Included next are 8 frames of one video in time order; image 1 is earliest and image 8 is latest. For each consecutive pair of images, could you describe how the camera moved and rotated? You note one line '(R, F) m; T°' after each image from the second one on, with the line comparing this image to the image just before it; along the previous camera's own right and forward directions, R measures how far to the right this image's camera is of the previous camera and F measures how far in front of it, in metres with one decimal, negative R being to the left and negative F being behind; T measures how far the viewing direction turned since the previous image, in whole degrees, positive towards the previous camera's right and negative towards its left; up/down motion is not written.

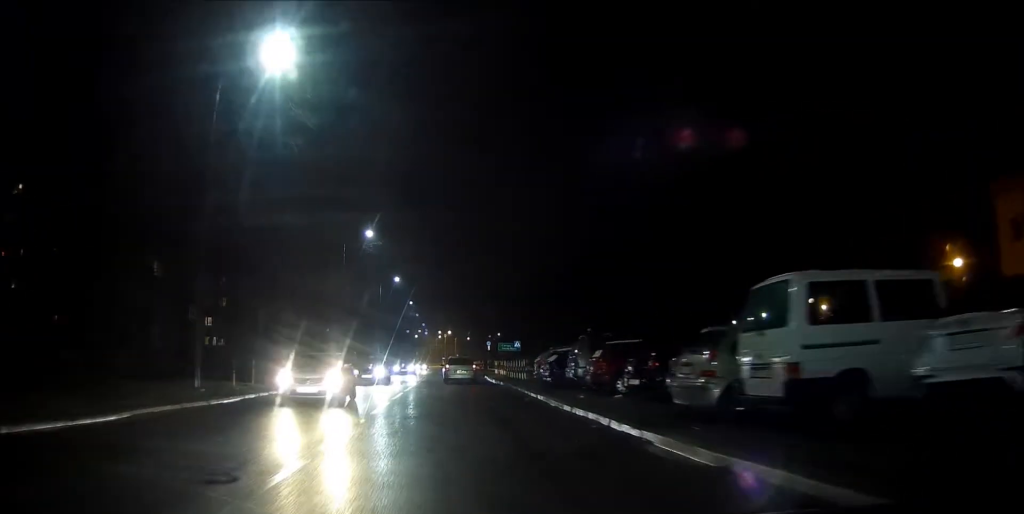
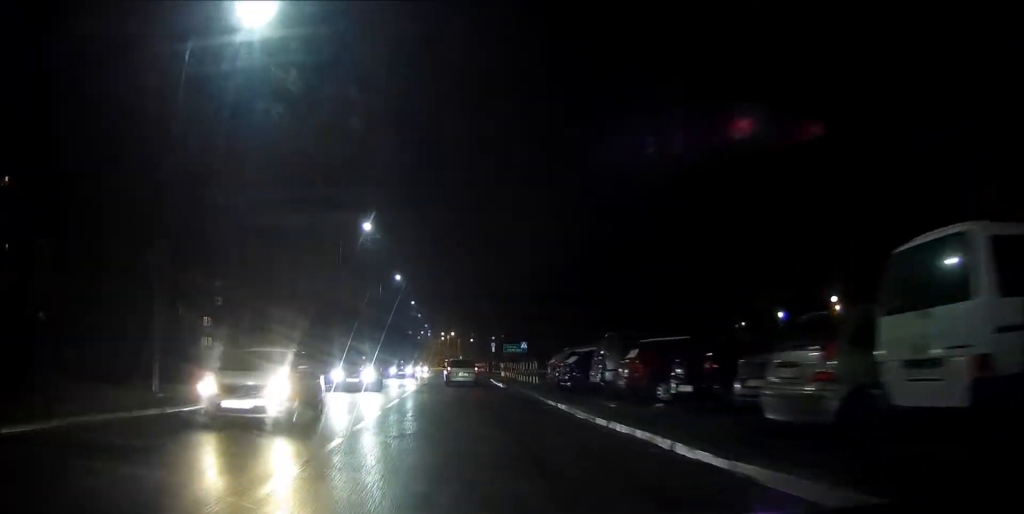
(0.0, +3.2) m; 0°
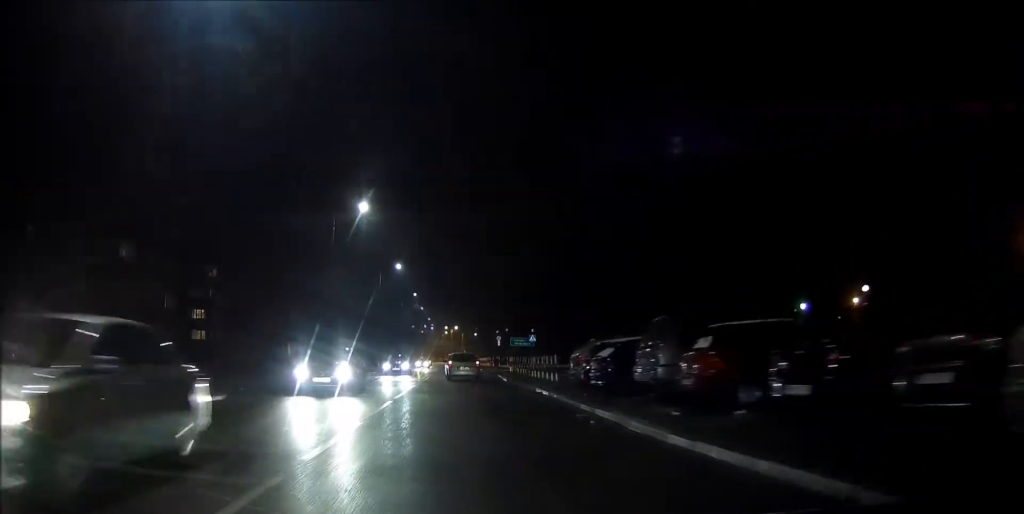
(-0.1, +4.0) m; -1°
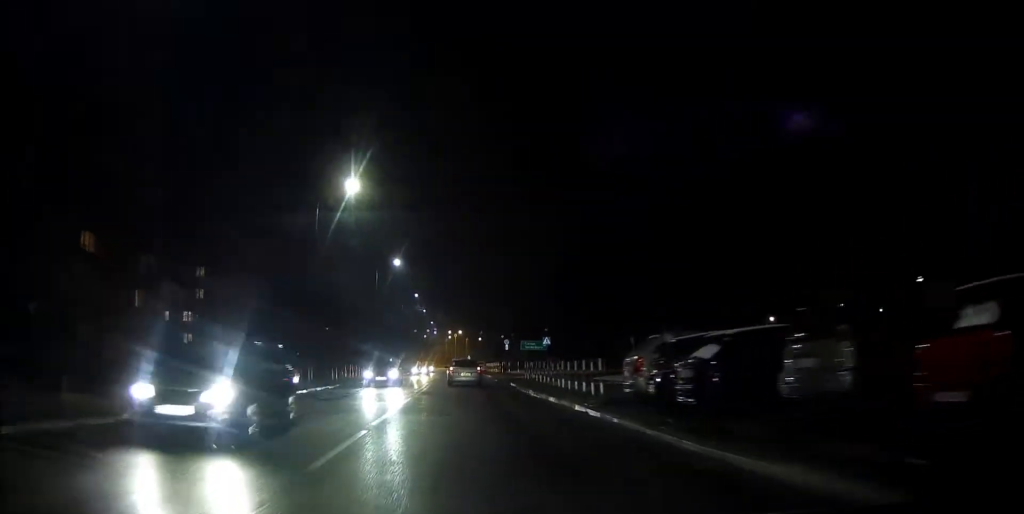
(0.0, +6.3) m; 0°
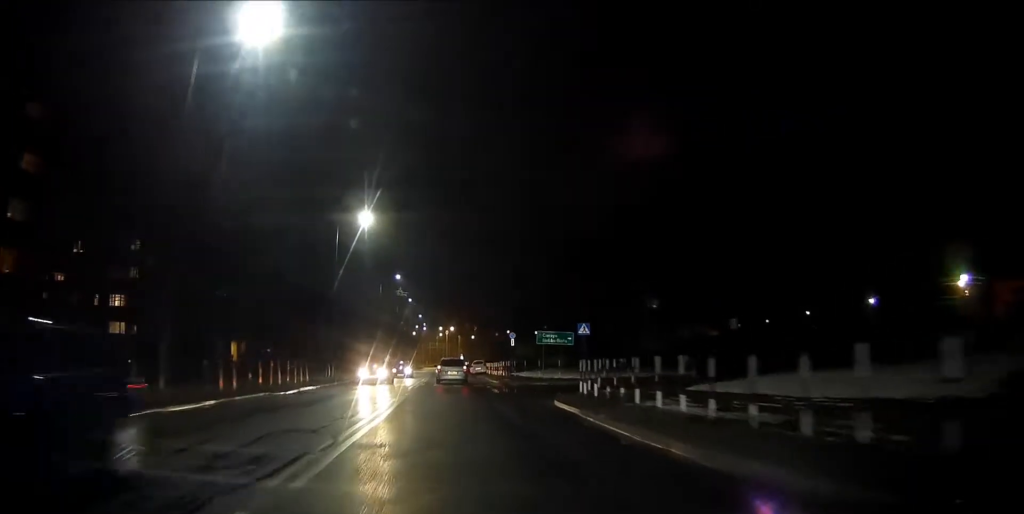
(+0.3, +17.7) m; -3°
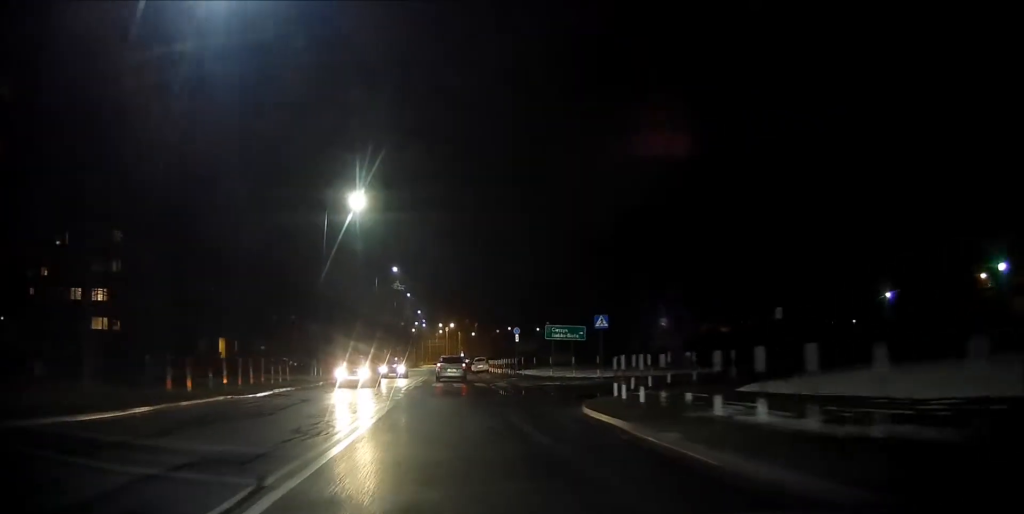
(+0.3, +4.1) m; -4°
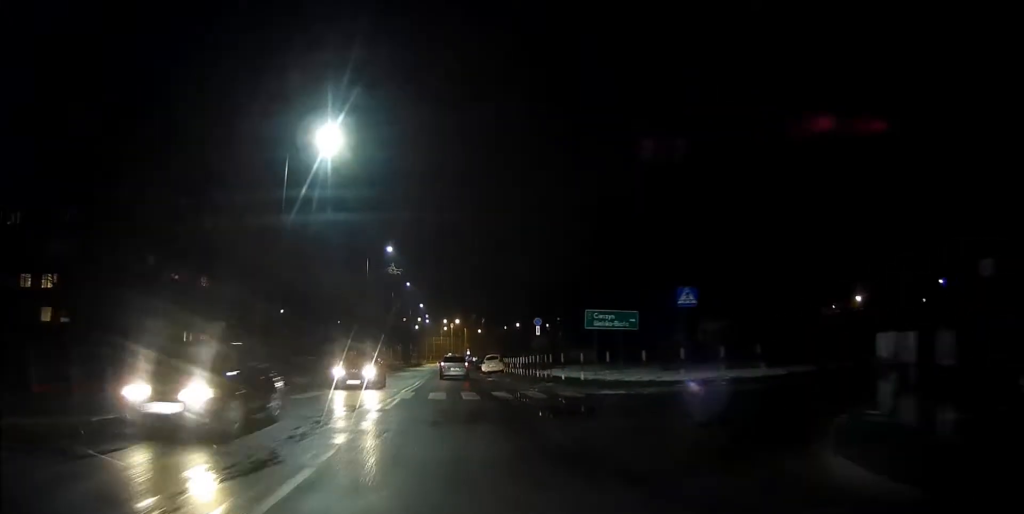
(-1.3, +11.0) m; -3°
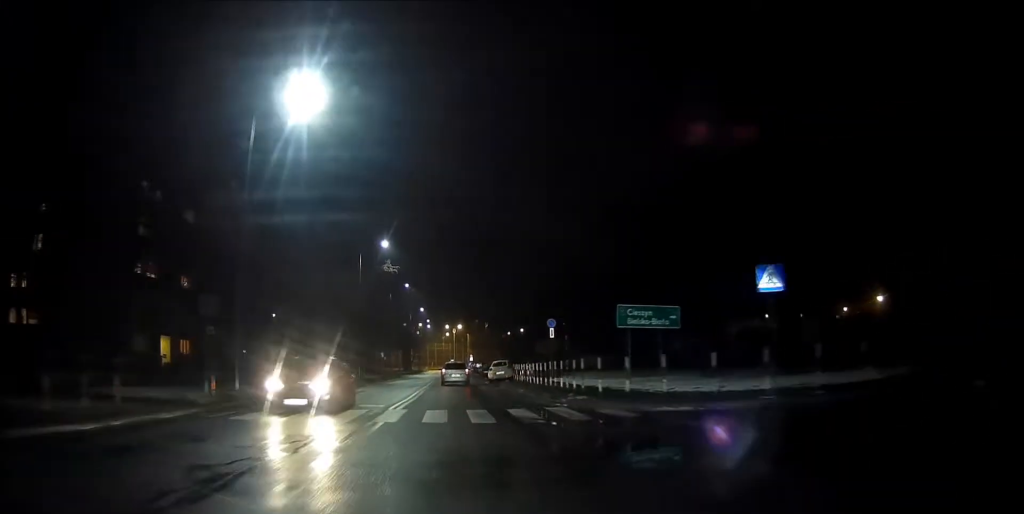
(+0.4, +5.8) m; +4°
